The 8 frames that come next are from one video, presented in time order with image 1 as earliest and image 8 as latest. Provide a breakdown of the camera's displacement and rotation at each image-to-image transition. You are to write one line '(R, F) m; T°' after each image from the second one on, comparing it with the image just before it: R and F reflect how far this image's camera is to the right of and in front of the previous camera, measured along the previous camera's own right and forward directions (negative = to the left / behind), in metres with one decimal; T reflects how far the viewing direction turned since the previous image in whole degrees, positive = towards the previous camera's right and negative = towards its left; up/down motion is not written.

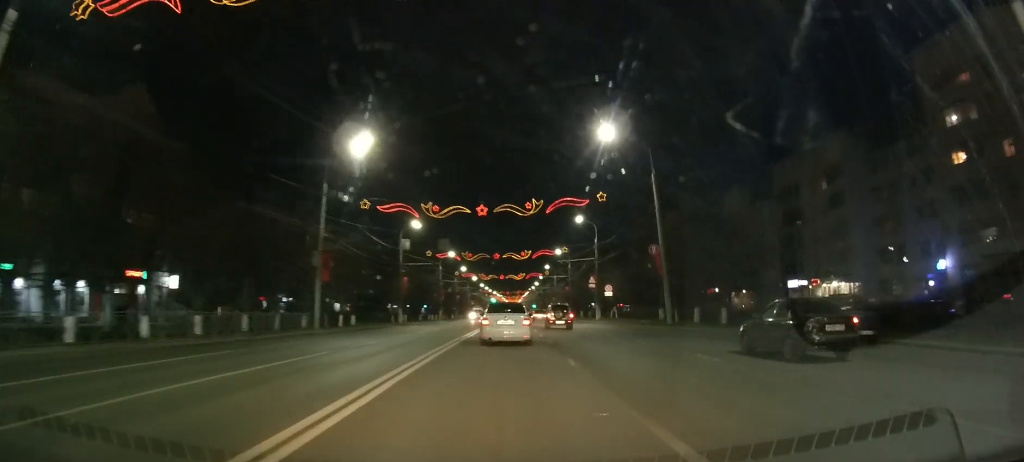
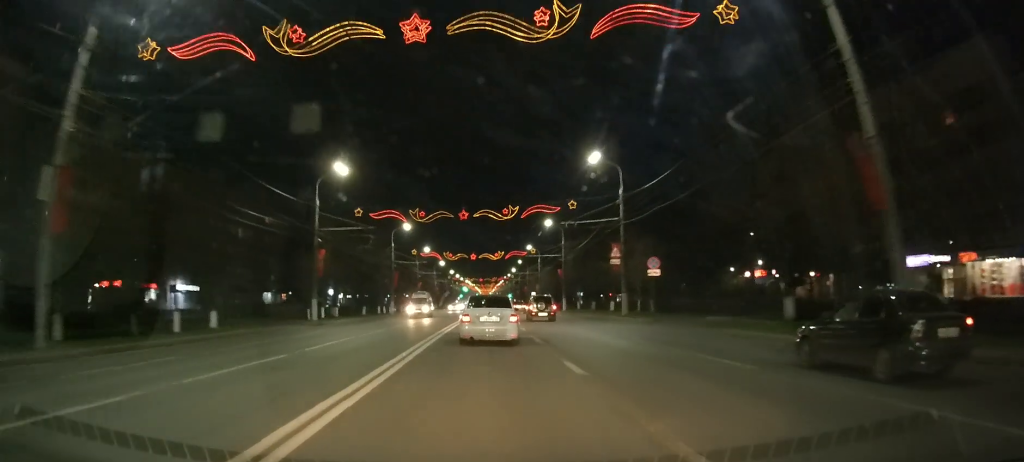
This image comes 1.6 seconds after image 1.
(+0.8, +25.2) m; +2°
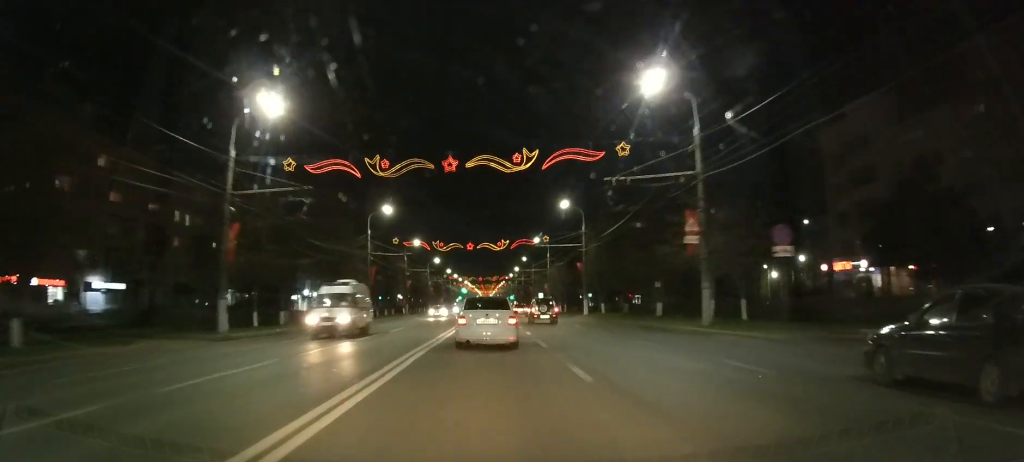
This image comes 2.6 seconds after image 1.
(0.0, +16.2) m; 0°
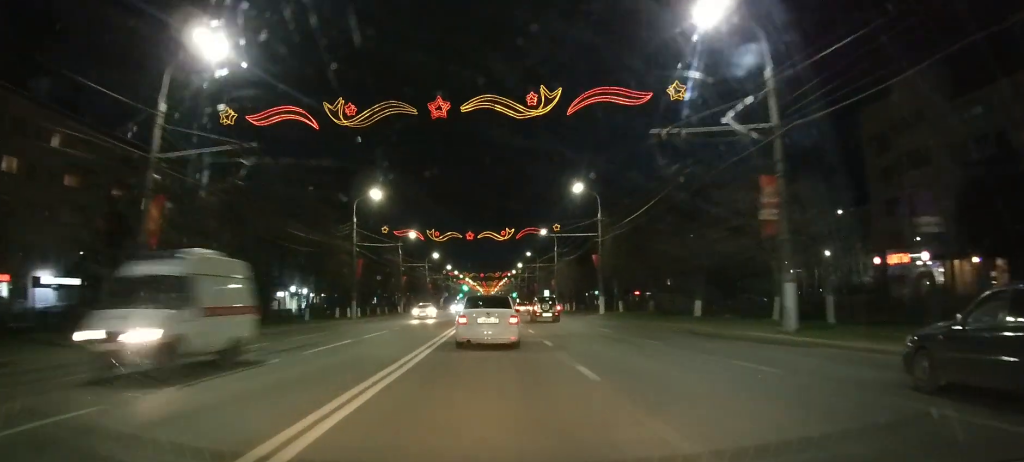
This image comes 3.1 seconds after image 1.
(0.0, +7.8) m; 0°
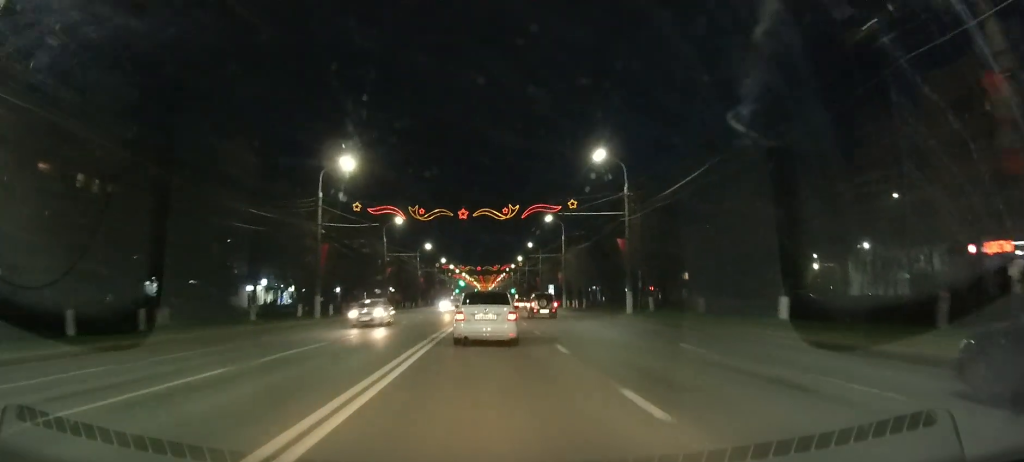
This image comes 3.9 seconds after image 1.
(0.0, +11.4) m; 0°
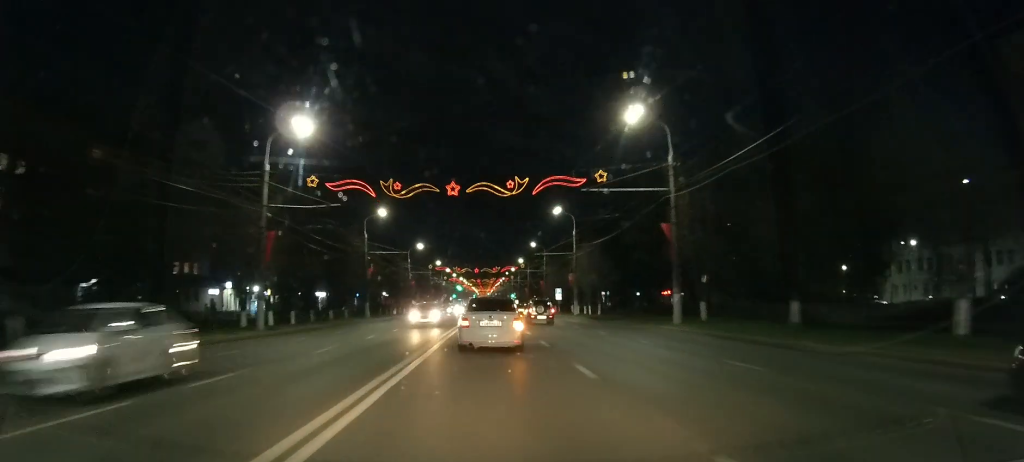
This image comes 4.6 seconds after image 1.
(0.0, +11.3) m; 0°
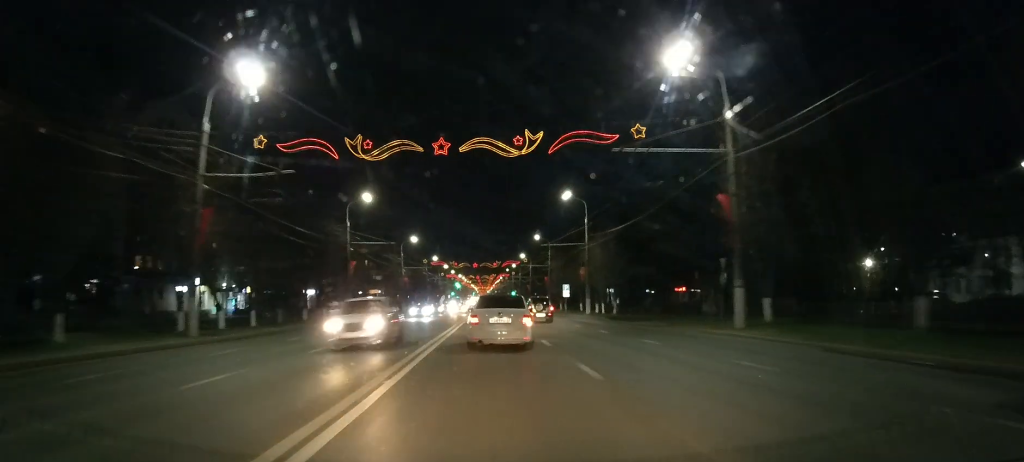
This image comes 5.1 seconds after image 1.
(0.0, +8.2) m; 0°
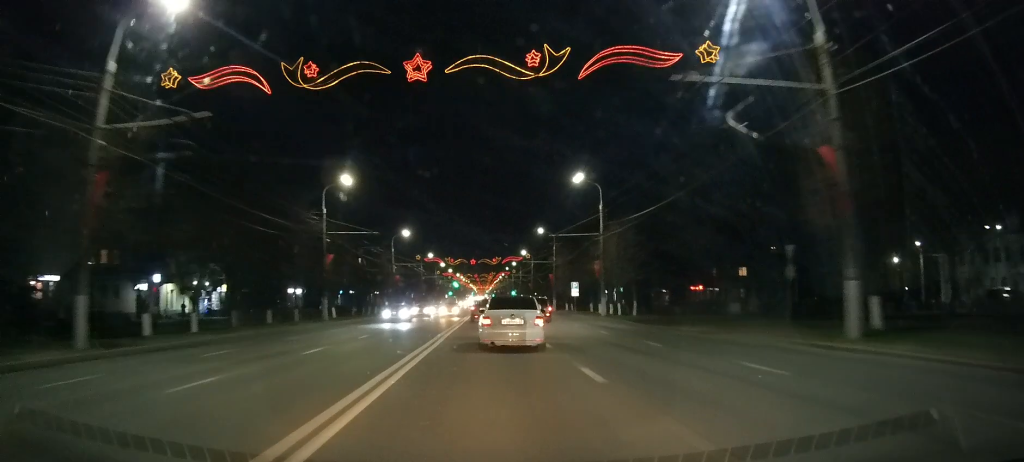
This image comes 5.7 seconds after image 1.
(0.0, +8.2) m; 0°
